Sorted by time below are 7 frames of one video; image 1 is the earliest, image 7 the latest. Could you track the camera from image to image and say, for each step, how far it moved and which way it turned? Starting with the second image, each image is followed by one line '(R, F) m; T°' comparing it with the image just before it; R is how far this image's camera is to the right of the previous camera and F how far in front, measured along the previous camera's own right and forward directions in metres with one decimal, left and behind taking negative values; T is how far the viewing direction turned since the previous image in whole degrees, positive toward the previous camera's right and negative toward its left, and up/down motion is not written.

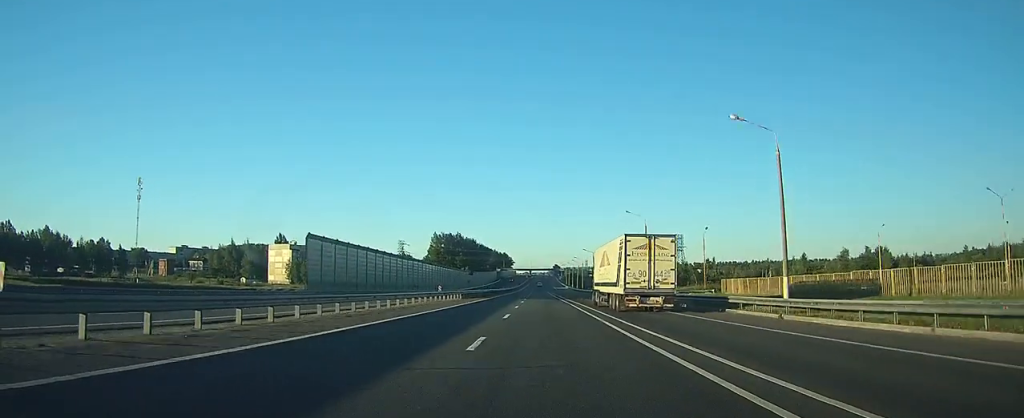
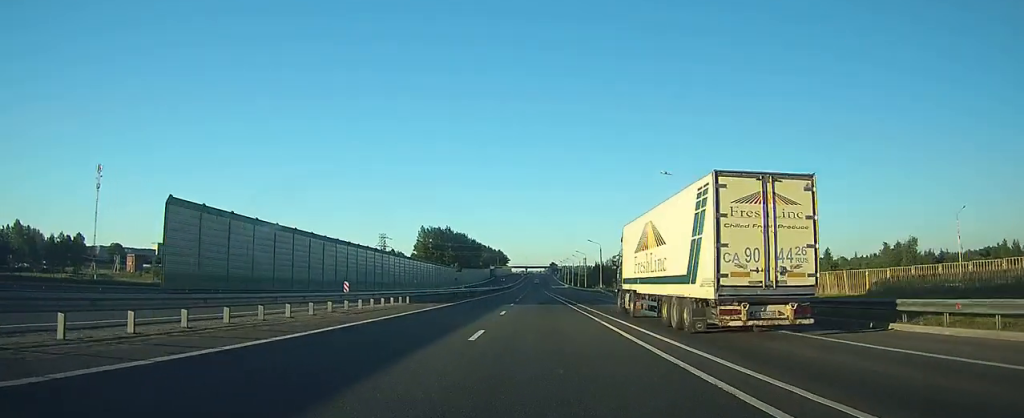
(0.0, +22.0) m; 0°
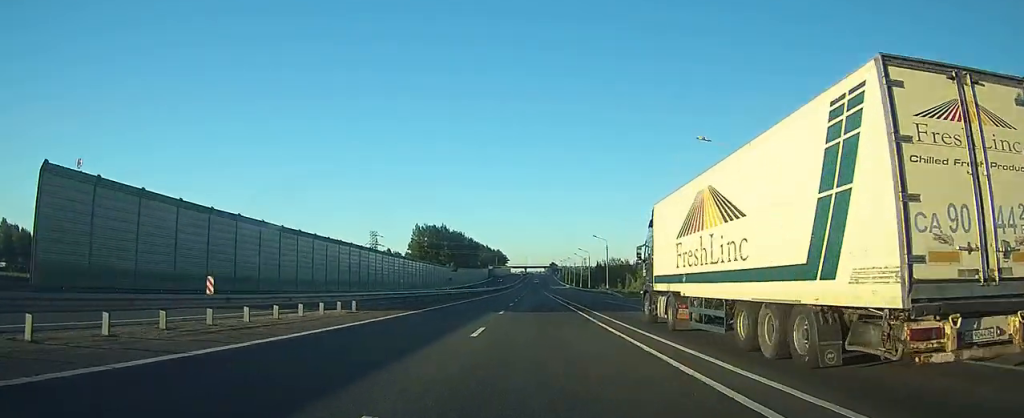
(0.0, +10.6) m; 0°
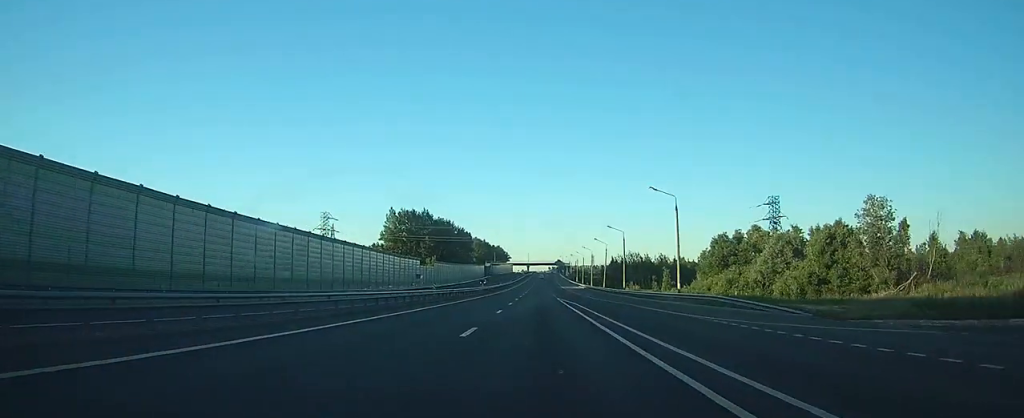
(-0.1, +48.1) m; 0°
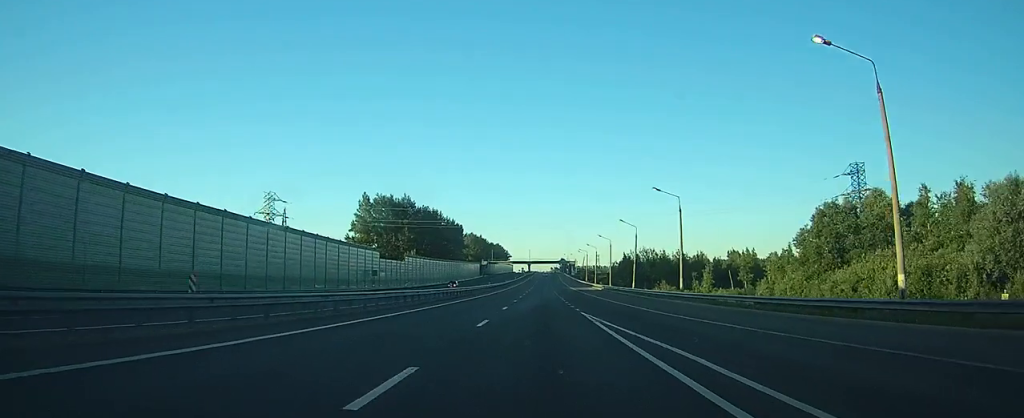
(0.0, +32.3) m; 0°
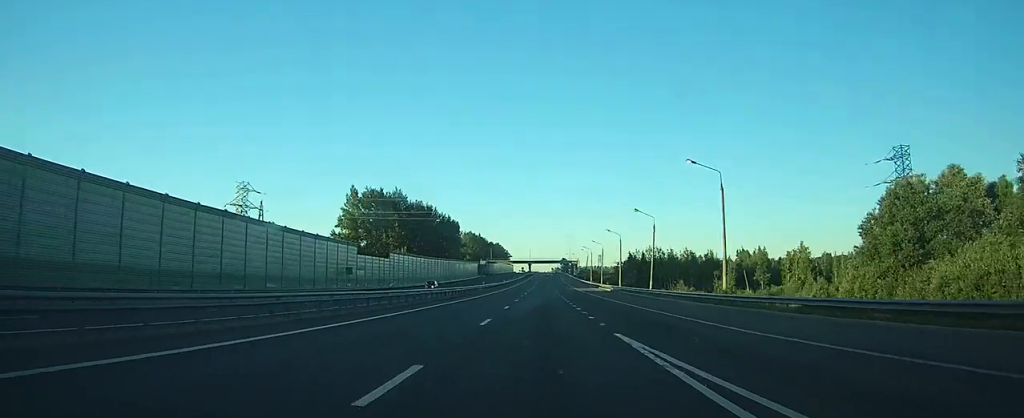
(0.0, +11.7) m; 0°
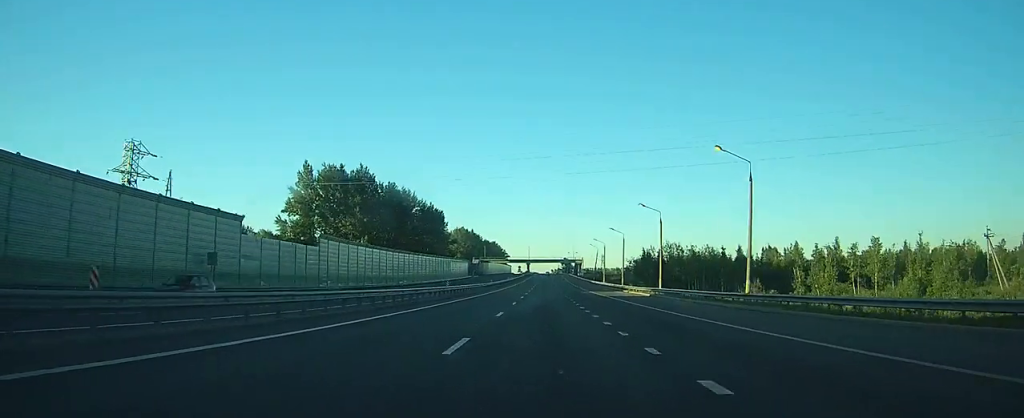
(-0.1, +31.6) m; 0°
